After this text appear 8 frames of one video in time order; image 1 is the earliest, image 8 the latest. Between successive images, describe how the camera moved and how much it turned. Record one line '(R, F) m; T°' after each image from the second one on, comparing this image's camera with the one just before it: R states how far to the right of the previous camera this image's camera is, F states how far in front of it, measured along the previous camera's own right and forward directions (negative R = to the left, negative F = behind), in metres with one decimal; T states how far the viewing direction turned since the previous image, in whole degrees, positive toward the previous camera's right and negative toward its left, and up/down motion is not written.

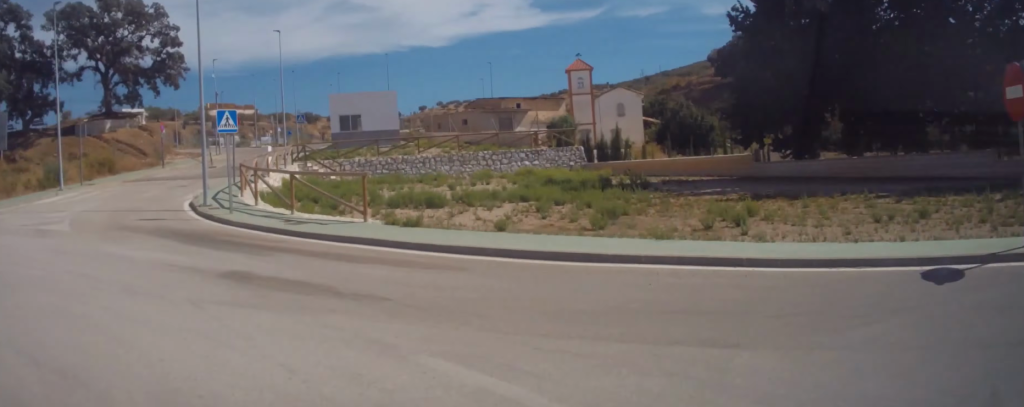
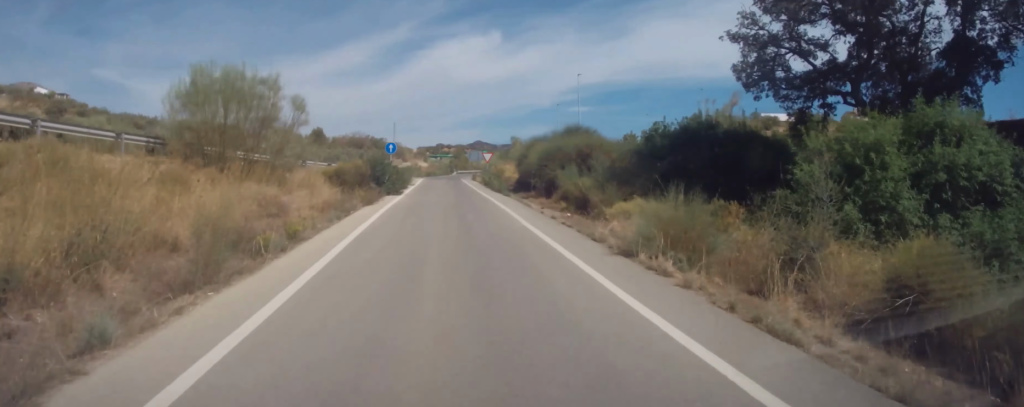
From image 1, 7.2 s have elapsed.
(-37.4, +57.9) m; -26°
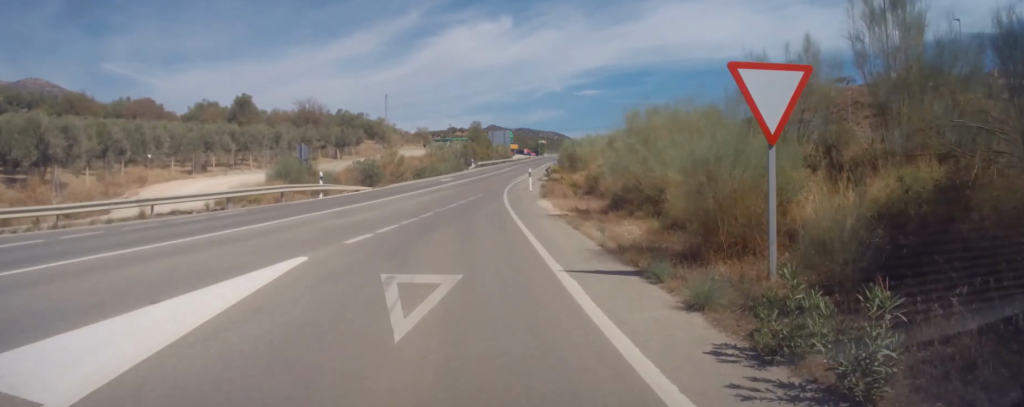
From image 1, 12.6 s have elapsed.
(+4.5, +55.9) m; +8°
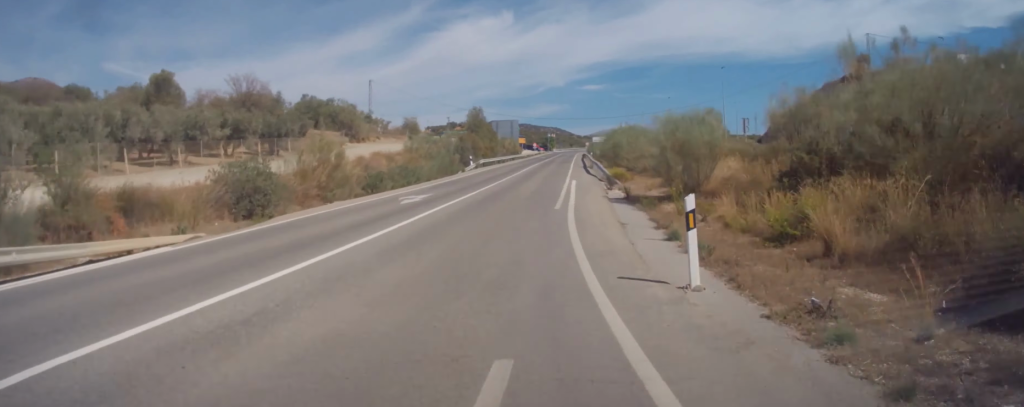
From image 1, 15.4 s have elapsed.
(+1.7, +31.7) m; +2°
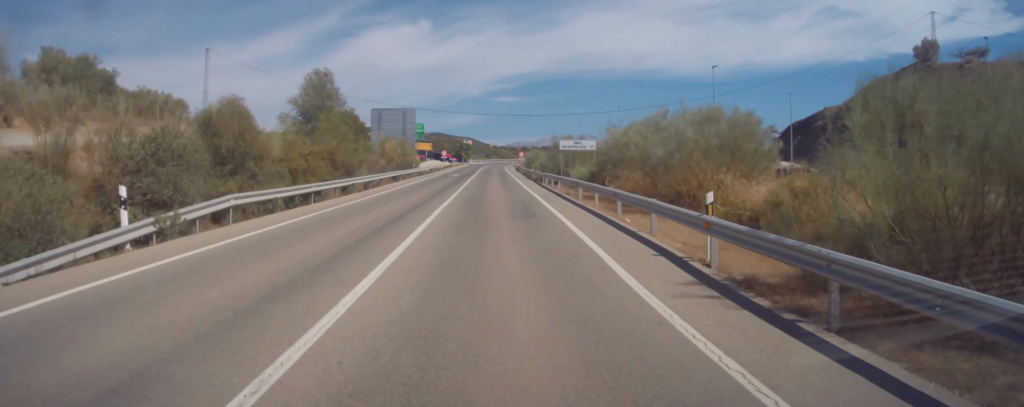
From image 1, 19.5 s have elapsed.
(+0.7, +46.6) m; +4°
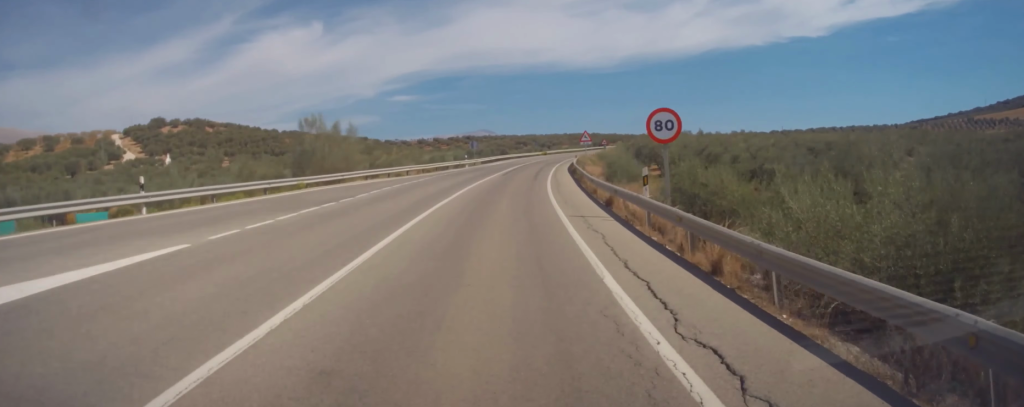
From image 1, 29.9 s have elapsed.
(+24.8, +210.1) m; +16°
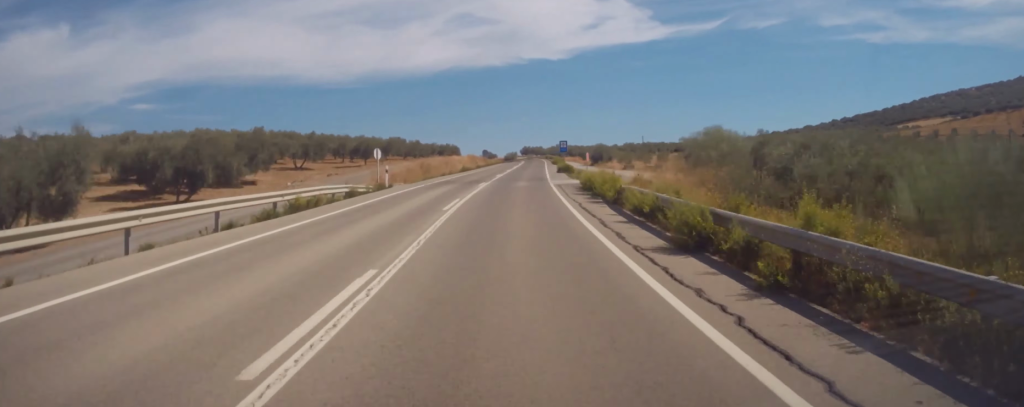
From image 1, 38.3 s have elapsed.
(+30.5, +197.6) m; +7°
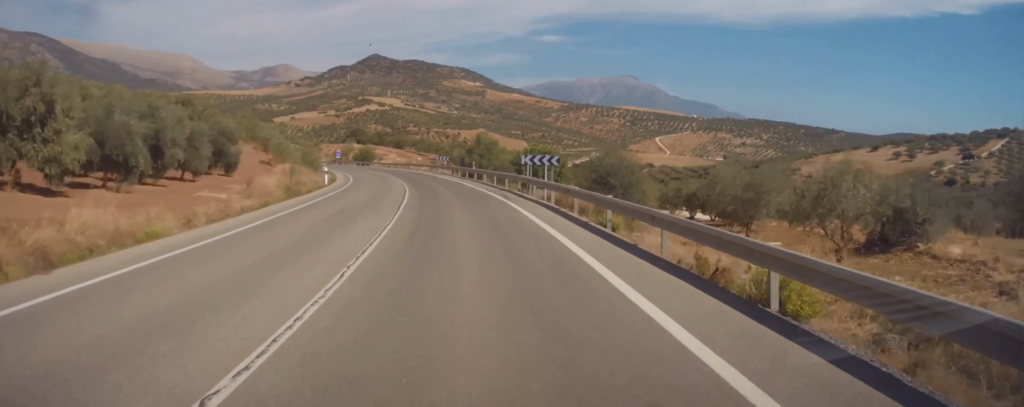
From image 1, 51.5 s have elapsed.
(-88.5, +310.3) m; -34°
